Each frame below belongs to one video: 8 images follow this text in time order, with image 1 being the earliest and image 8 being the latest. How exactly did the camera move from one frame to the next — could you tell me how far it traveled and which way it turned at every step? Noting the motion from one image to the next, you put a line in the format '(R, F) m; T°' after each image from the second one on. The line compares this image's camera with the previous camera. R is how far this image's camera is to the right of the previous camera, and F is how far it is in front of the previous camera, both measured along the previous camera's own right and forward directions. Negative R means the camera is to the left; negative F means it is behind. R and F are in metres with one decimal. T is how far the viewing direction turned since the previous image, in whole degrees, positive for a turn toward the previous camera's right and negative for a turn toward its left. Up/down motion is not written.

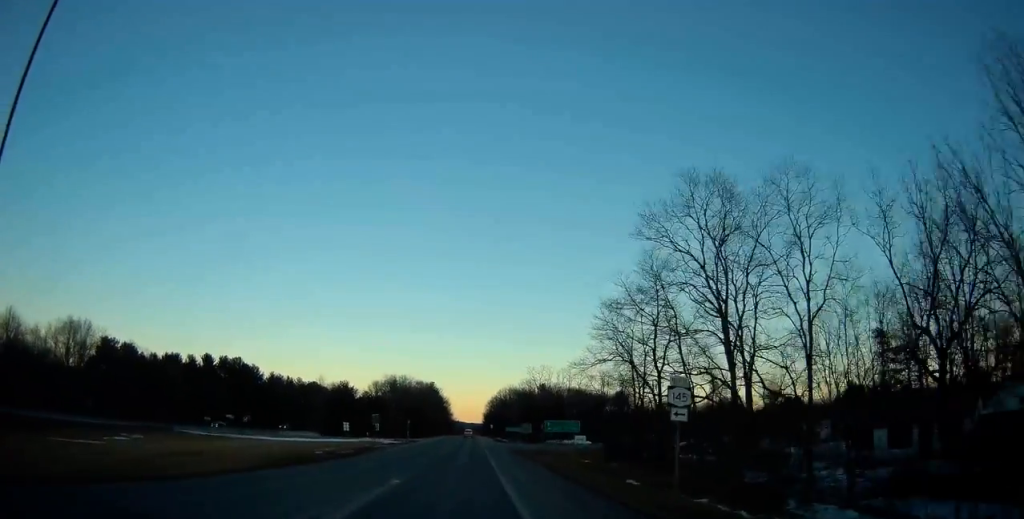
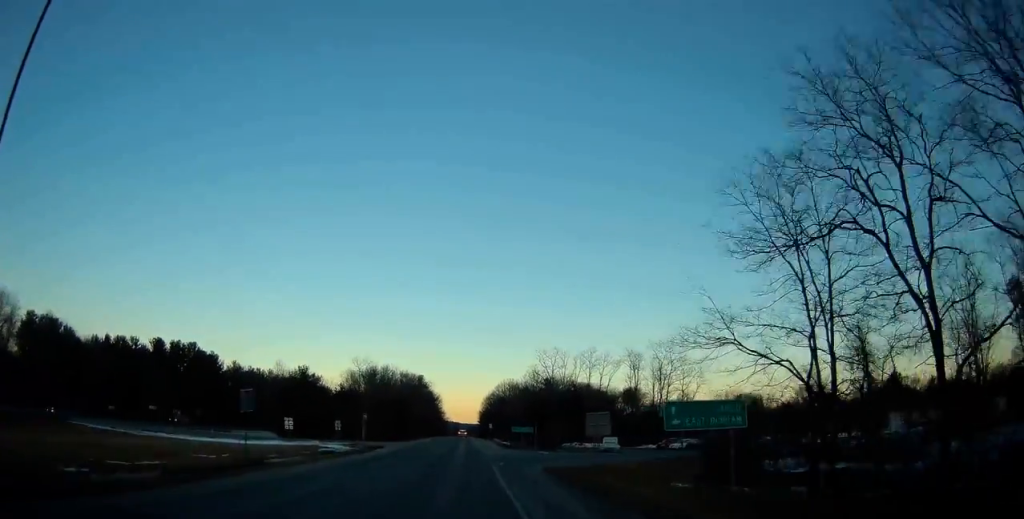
(+0.4, +30.7) m; +1°
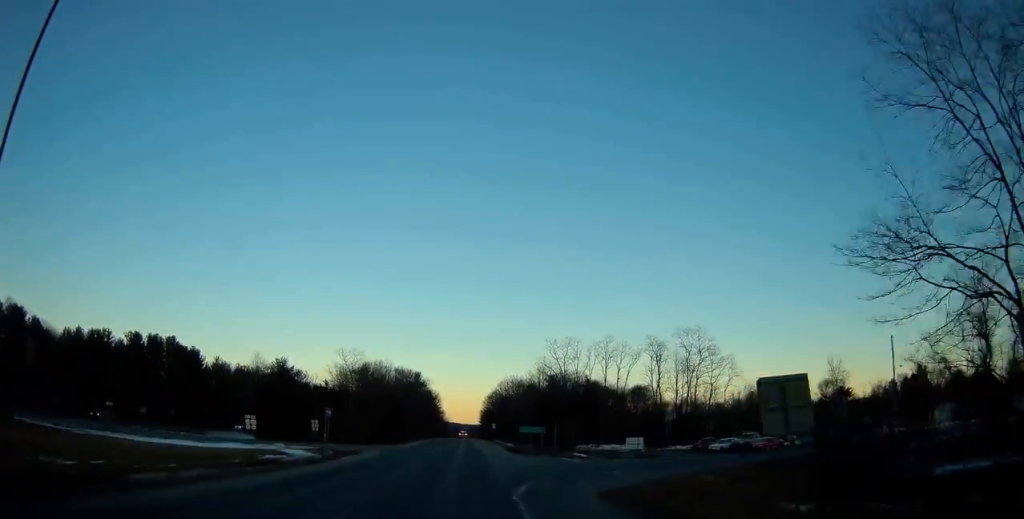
(0.0, +13.3) m; 0°
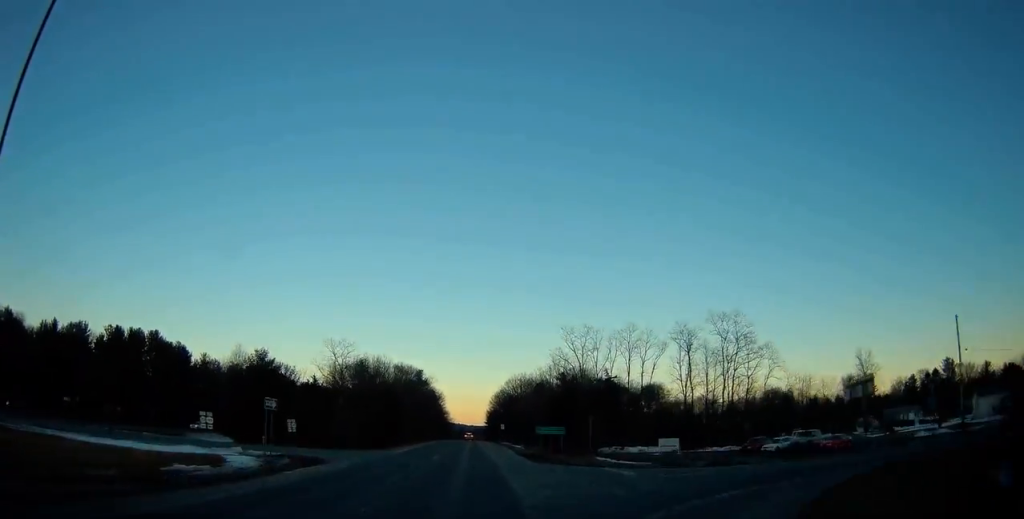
(0.0, +11.7) m; 0°
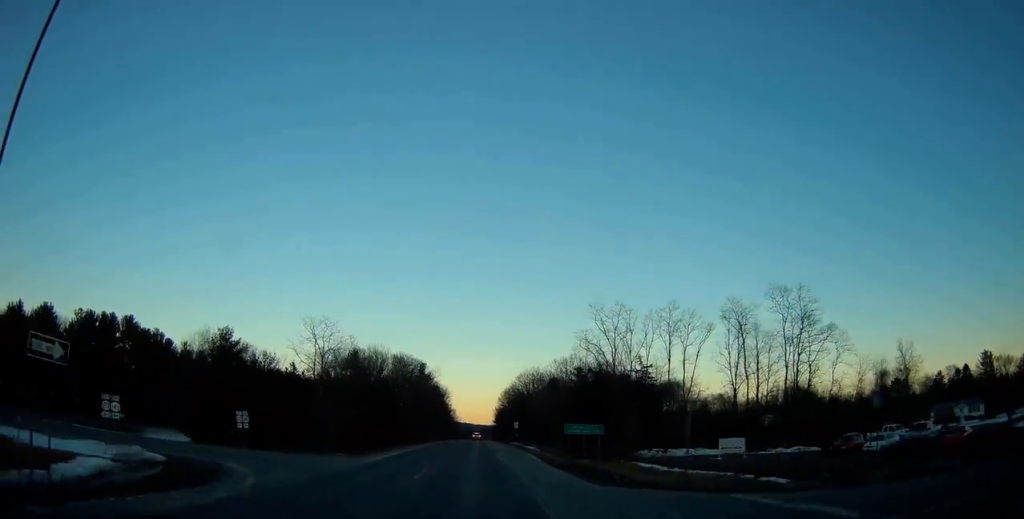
(0.0, +15.3) m; -1°
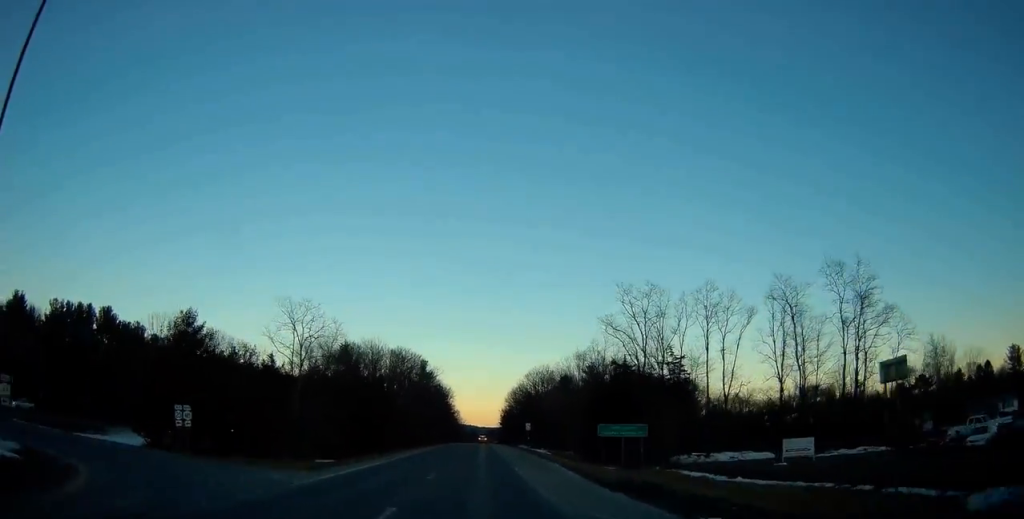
(+0.1, +10.9) m; -1°
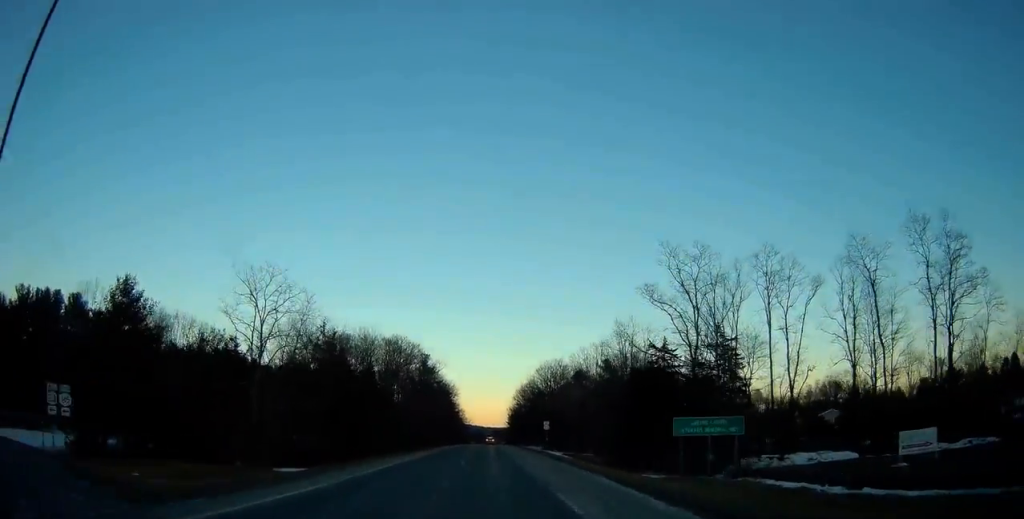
(-0.3, +13.1) m; 0°
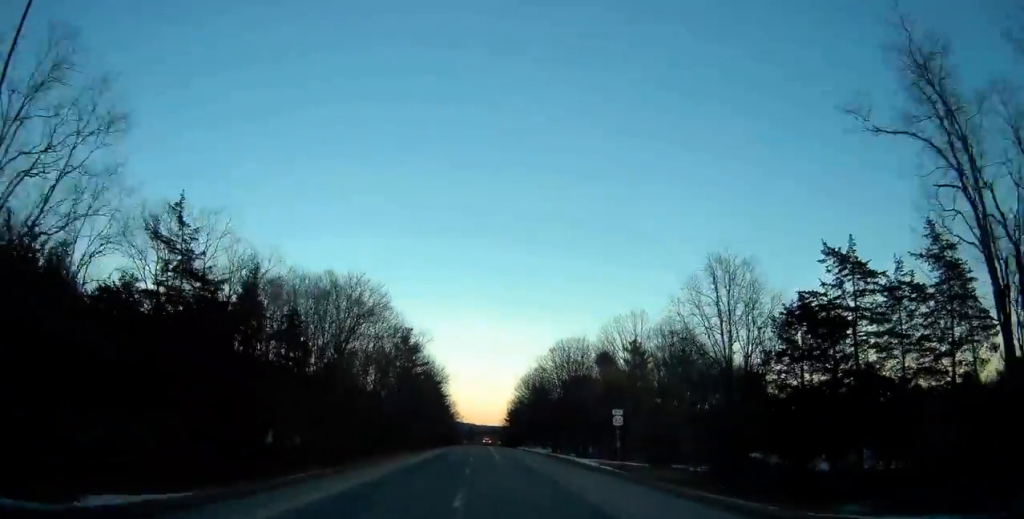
(+0.2, +31.5) m; 0°
